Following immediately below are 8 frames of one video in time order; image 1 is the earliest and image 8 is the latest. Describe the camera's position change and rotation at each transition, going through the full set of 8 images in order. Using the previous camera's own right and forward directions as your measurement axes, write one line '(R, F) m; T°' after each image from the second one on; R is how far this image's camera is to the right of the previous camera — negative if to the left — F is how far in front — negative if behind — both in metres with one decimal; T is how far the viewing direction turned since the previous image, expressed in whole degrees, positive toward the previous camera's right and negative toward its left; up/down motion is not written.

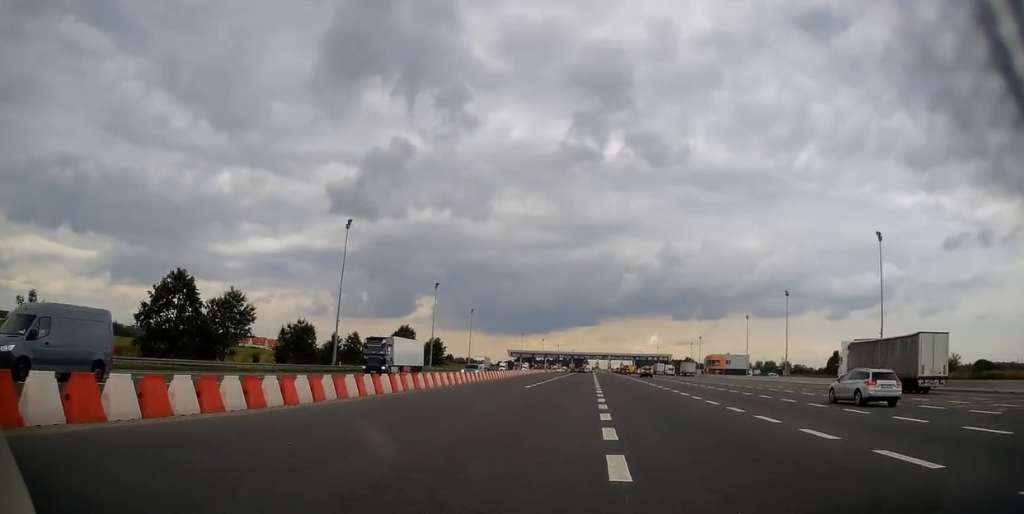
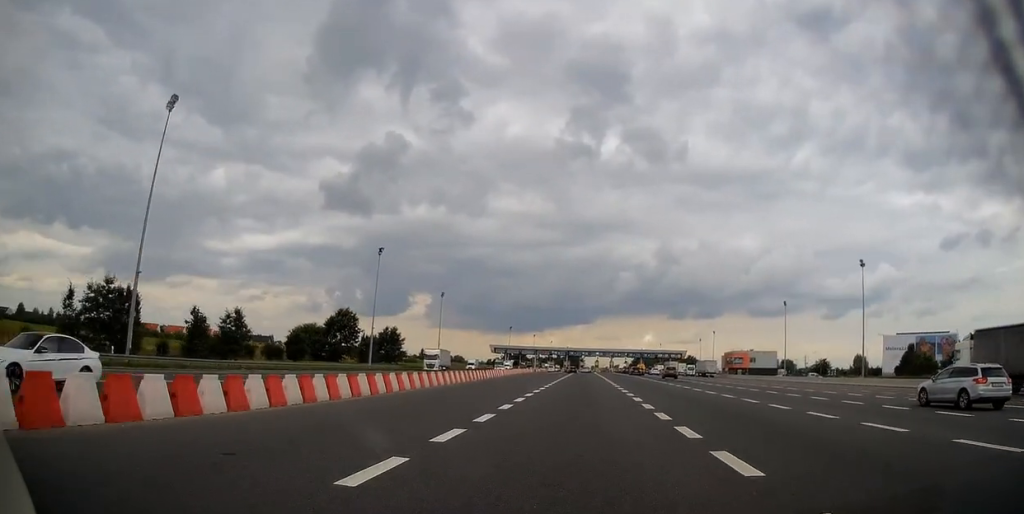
(+0.2, +39.9) m; +1°
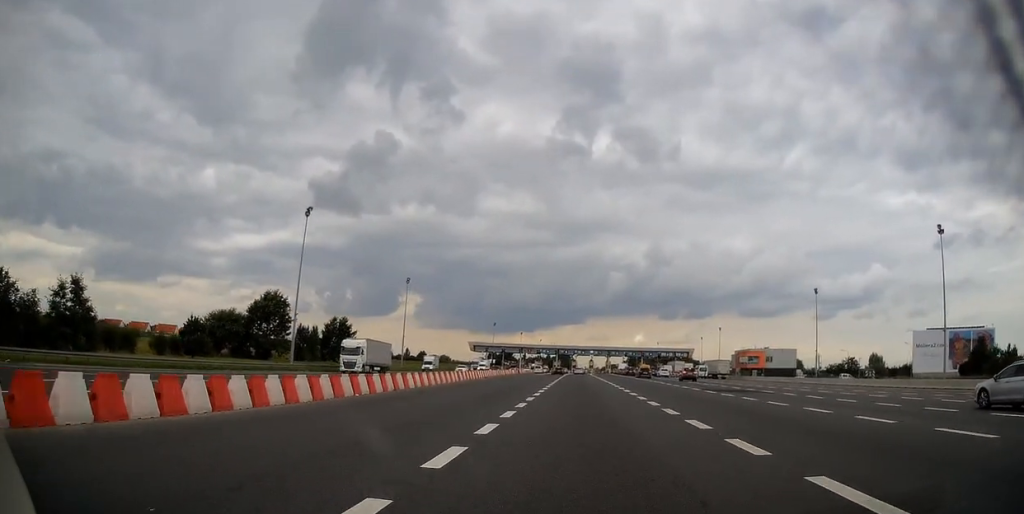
(+0.3, +26.6) m; +1°
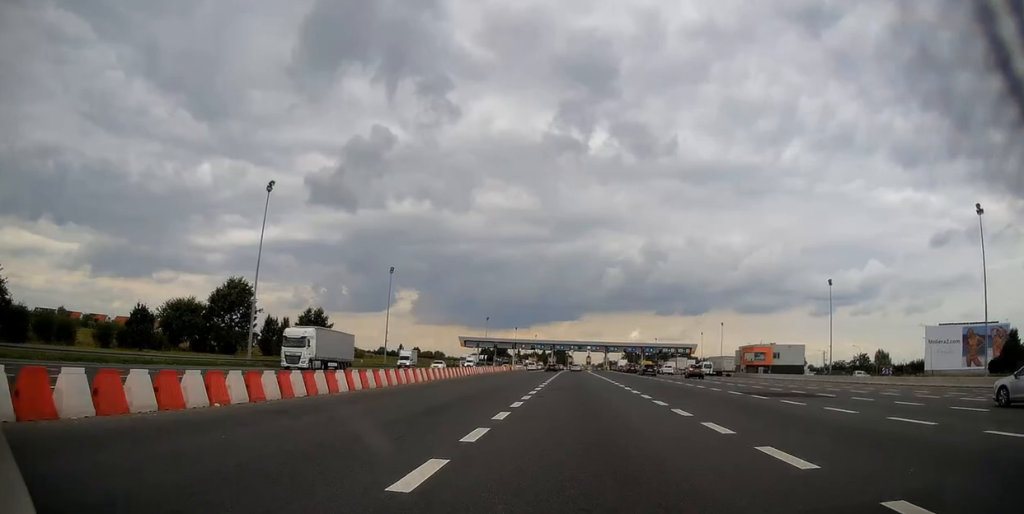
(+0.2, +9.4) m; 0°
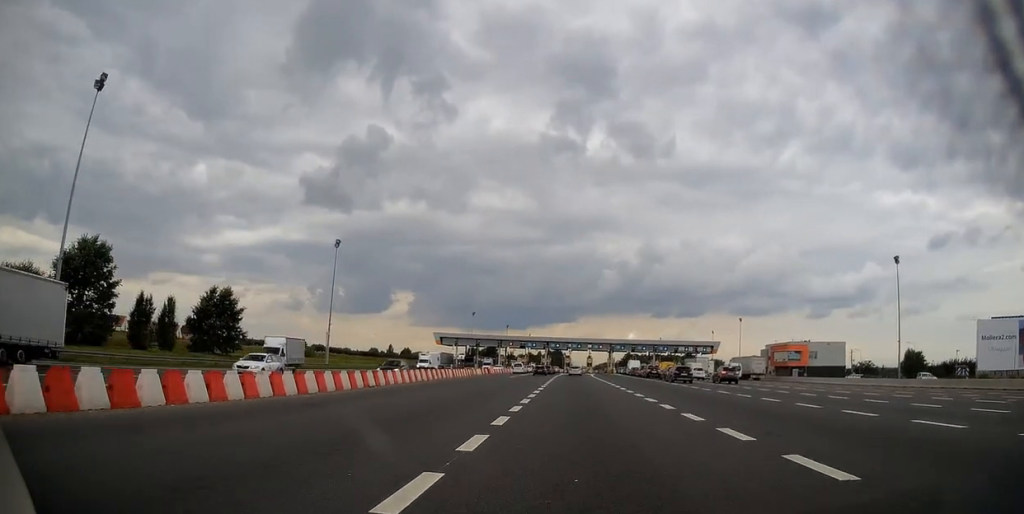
(0.0, +28.8) m; 0°
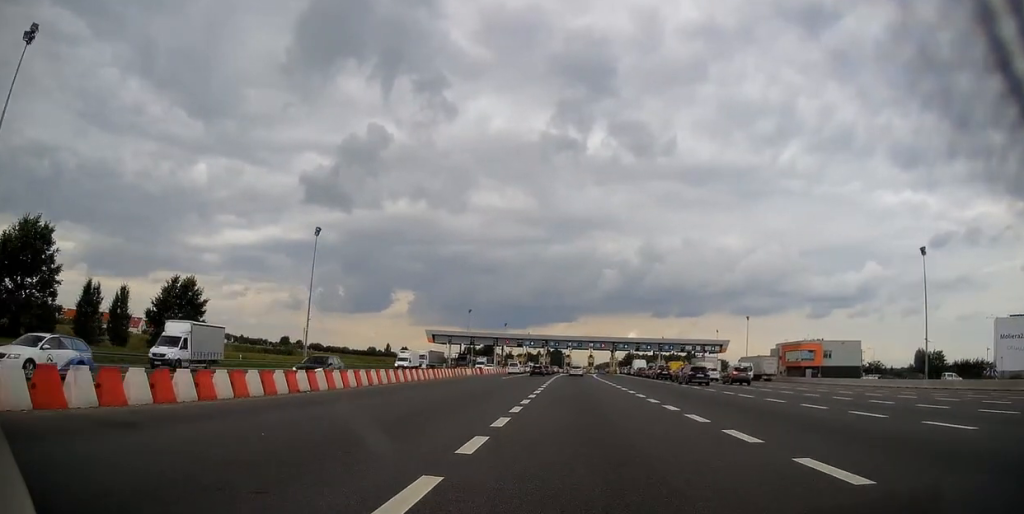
(+0.1, +8.5) m; +1°
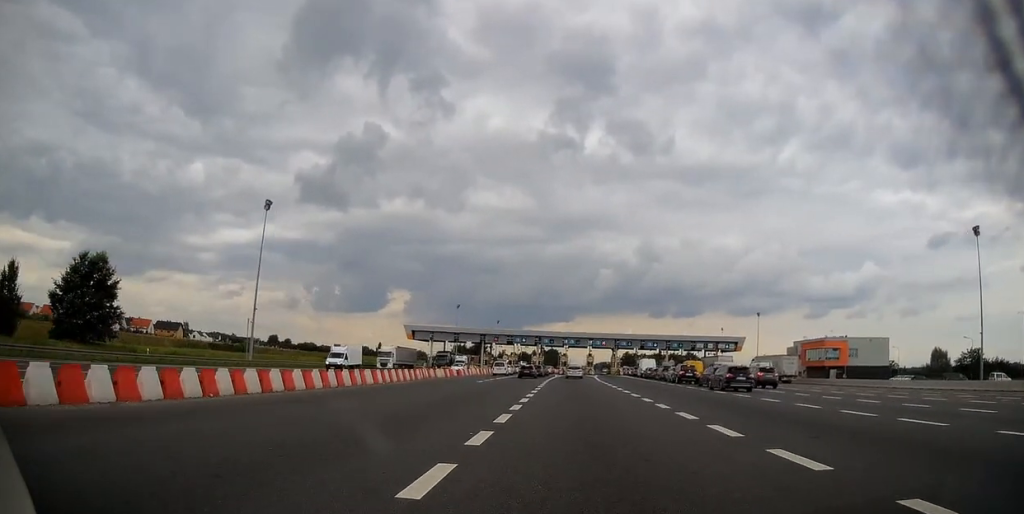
(+0.1, +15.2) m; +1°
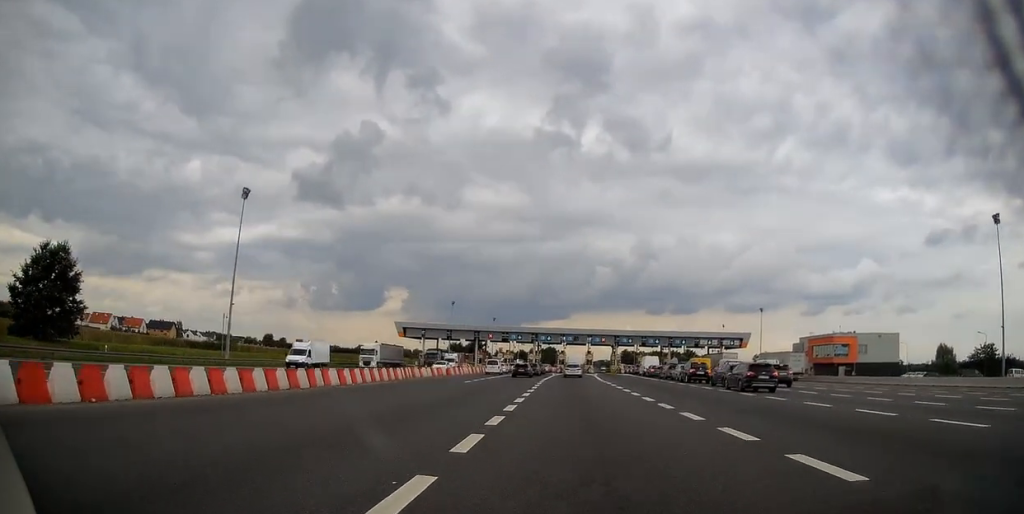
(0.0, +5.0) m; 0°
